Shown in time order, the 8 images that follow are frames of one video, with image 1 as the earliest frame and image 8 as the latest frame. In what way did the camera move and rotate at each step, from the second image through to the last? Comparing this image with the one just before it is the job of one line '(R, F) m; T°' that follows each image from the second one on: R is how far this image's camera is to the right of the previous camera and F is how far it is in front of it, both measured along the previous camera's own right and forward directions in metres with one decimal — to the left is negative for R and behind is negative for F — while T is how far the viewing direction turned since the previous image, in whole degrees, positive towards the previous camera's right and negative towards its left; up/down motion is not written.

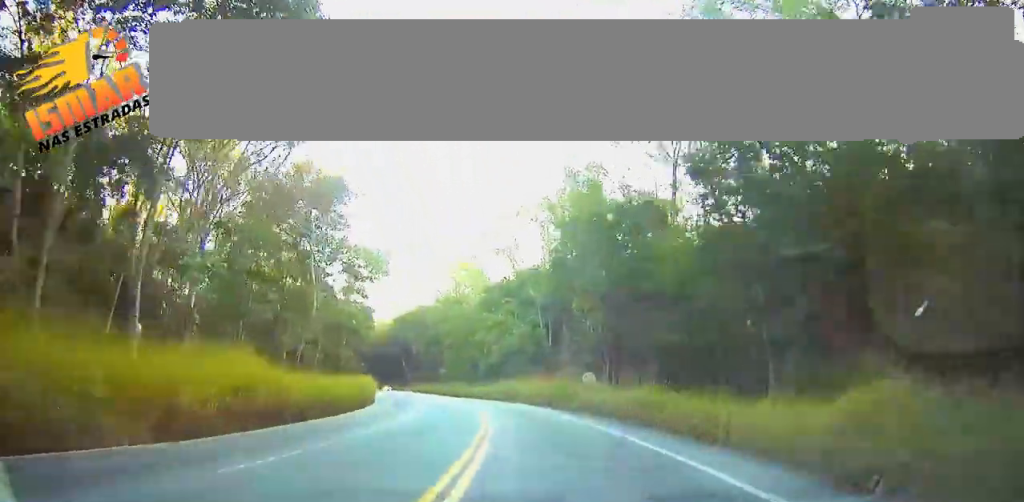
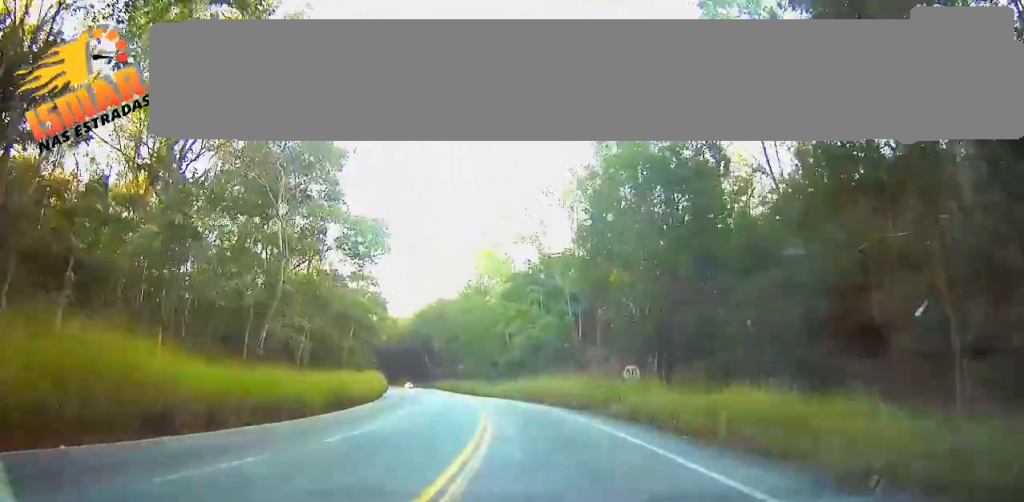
(+0.2, +9.6) m; -3°
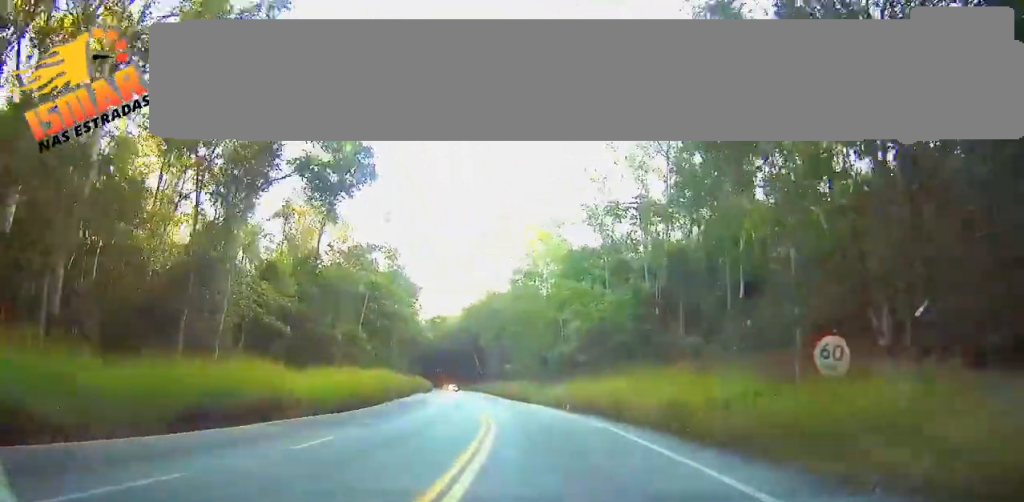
(-1.3, +19.2) m; -8°
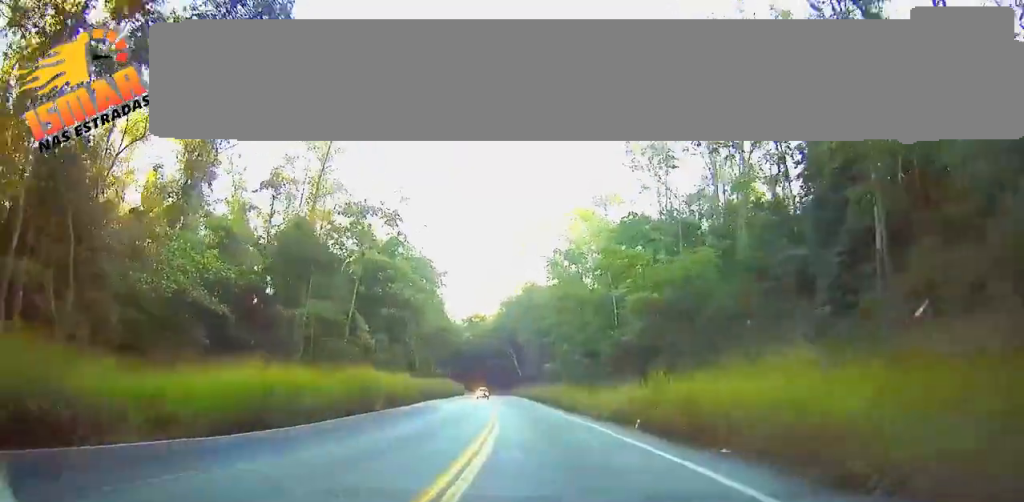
(-1.0, +16.1) m; -5°
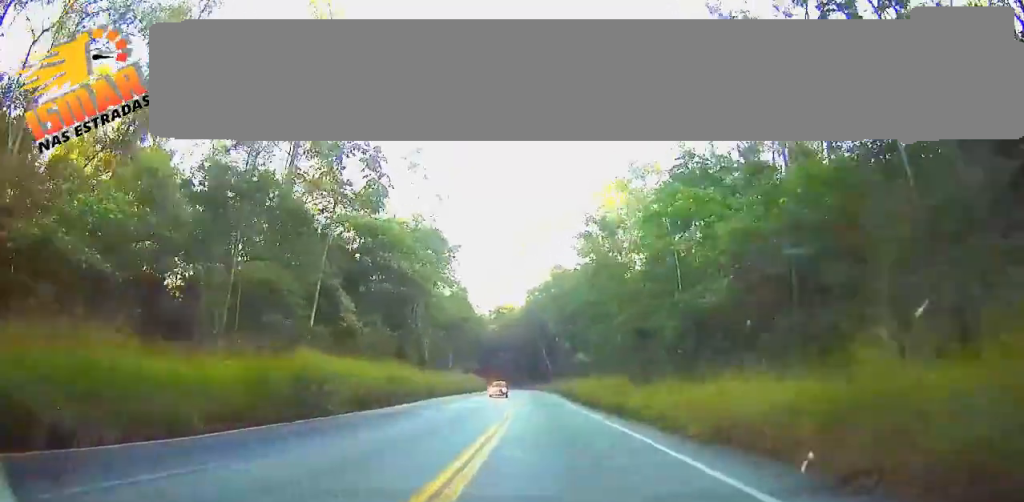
(-0.3, +13.5) m; -3°
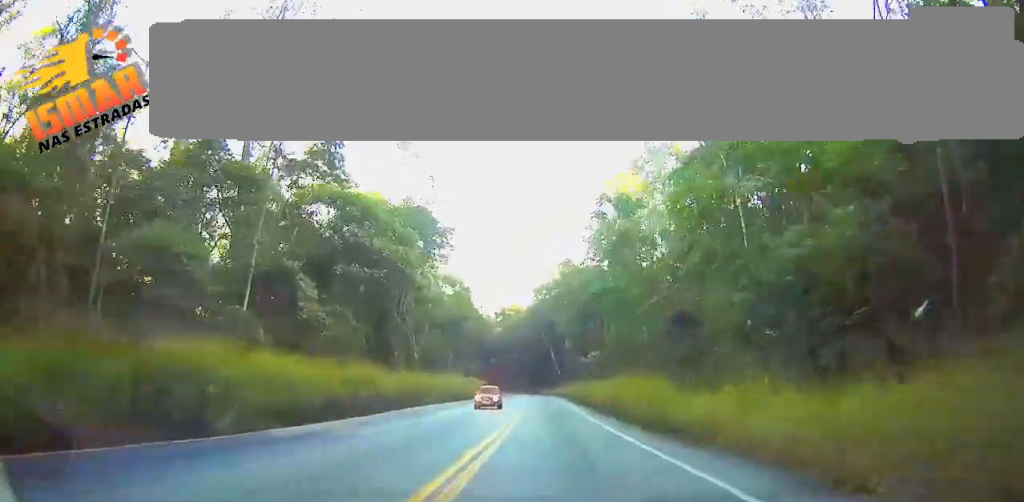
(-0.3, +10.1) m; -1°
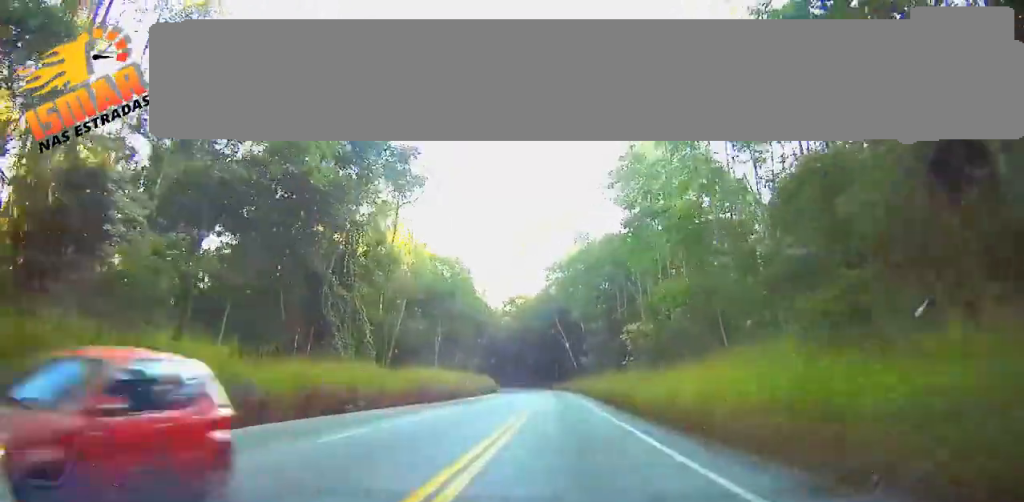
(-0.5, +20.4) m; -2°
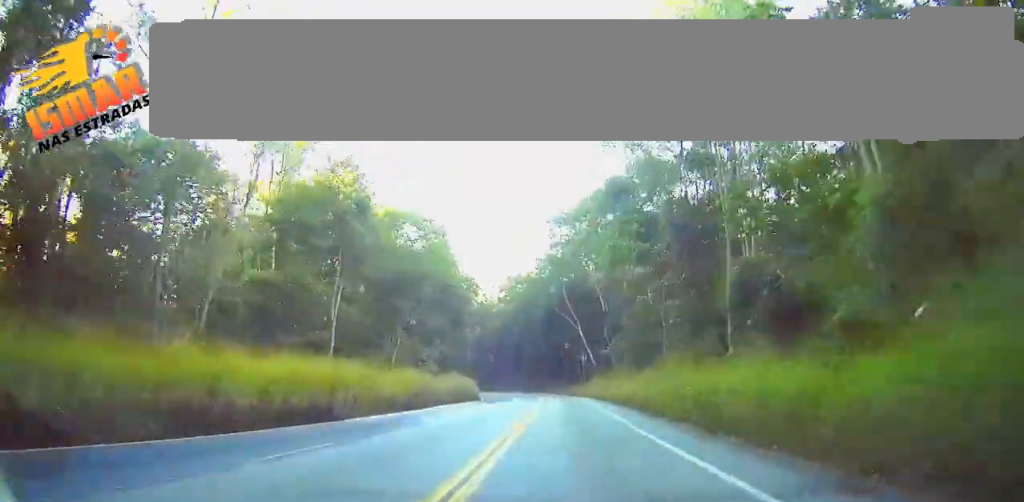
(-0.8, +37.8) m; -2°
